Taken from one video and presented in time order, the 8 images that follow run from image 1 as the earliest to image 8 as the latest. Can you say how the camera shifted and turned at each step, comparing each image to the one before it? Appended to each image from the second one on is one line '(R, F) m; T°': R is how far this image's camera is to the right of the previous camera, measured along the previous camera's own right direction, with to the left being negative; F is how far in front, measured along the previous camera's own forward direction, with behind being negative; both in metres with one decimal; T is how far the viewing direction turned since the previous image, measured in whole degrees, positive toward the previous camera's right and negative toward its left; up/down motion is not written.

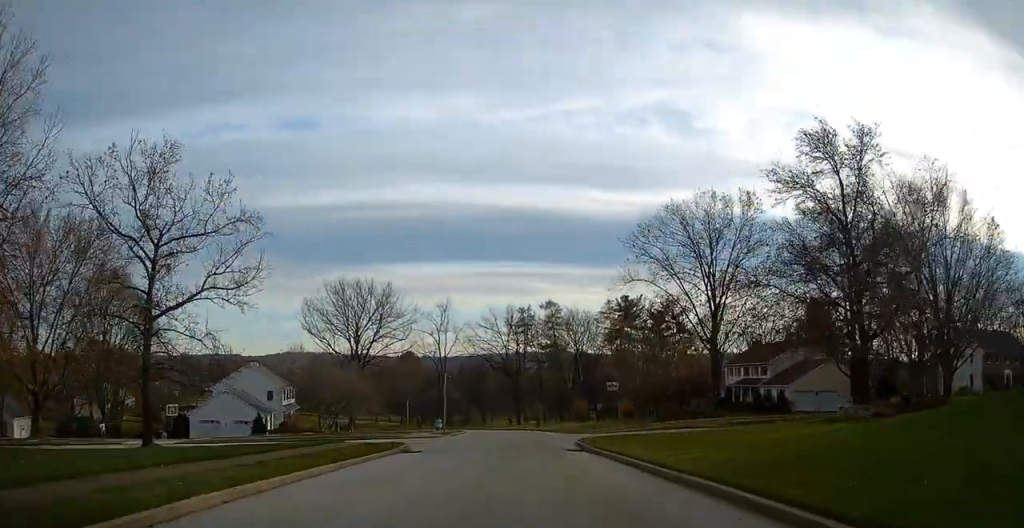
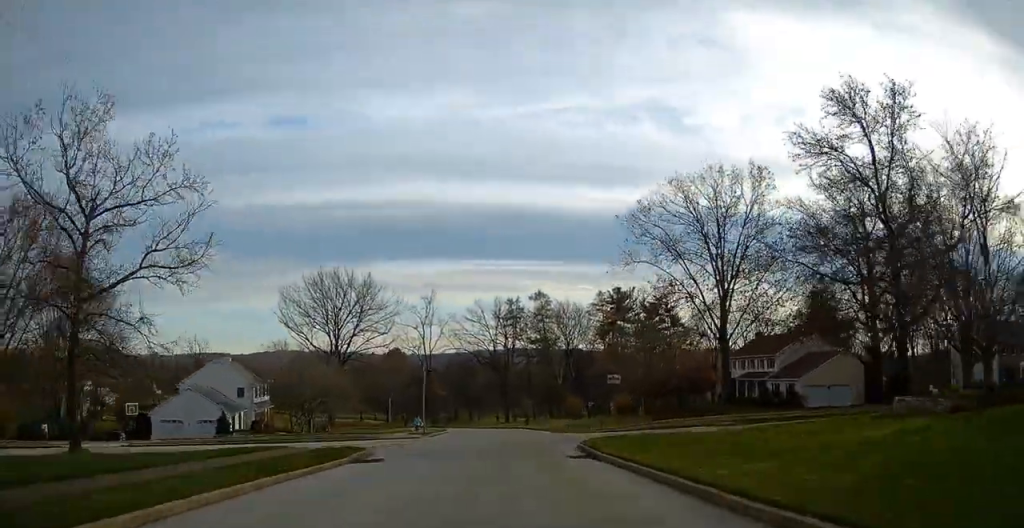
(+0.1, +5.8) m; +1°
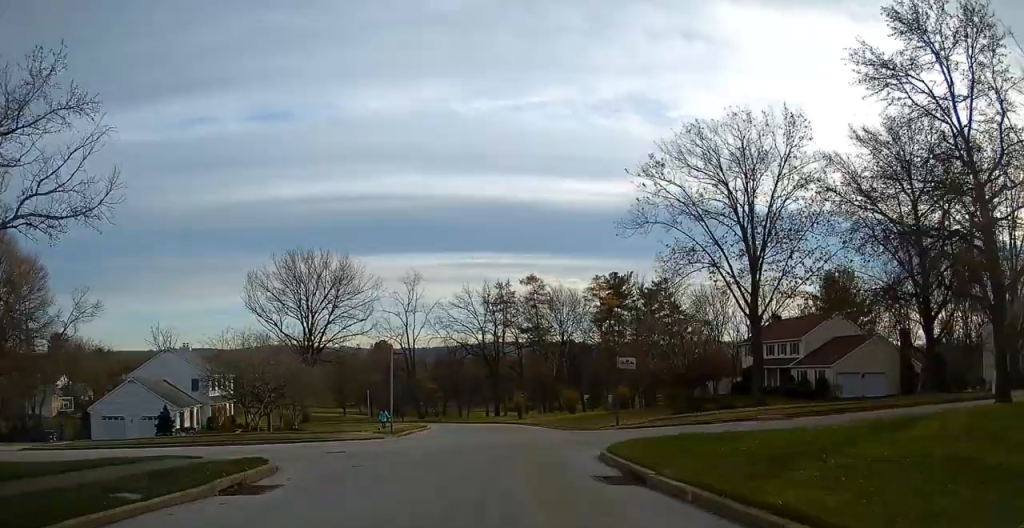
(+0.2, +9.3) m; +2°
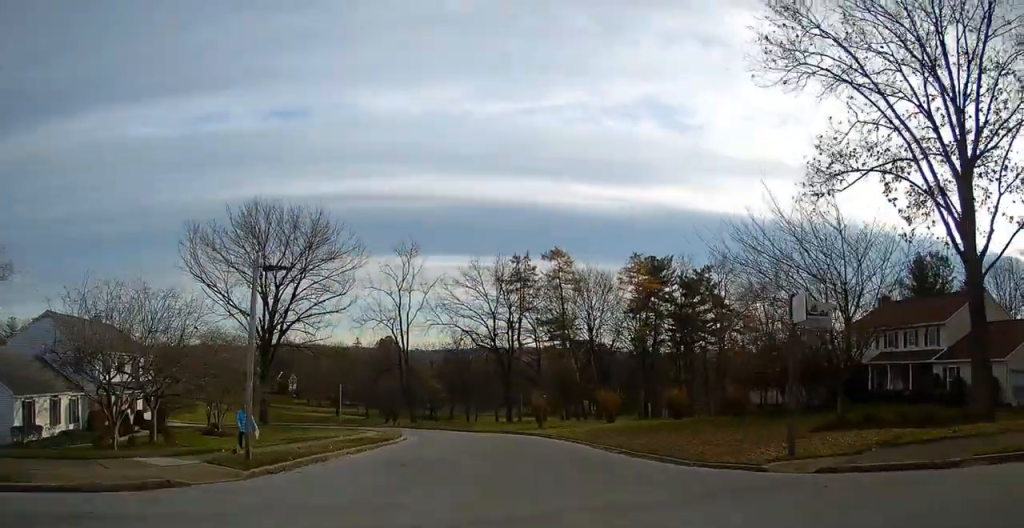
(-0.2, +22.4) m; -1°
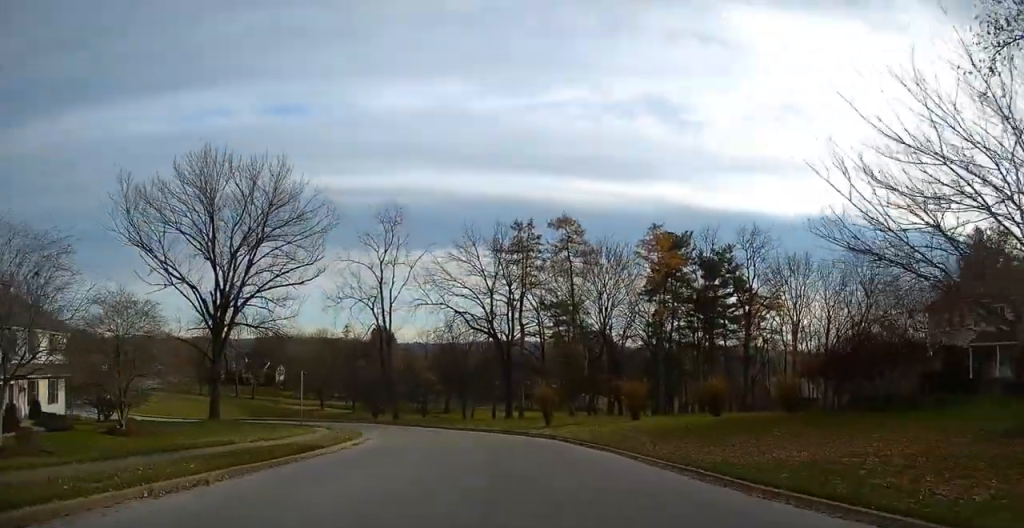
(+0.1, +13.4) m; 0°
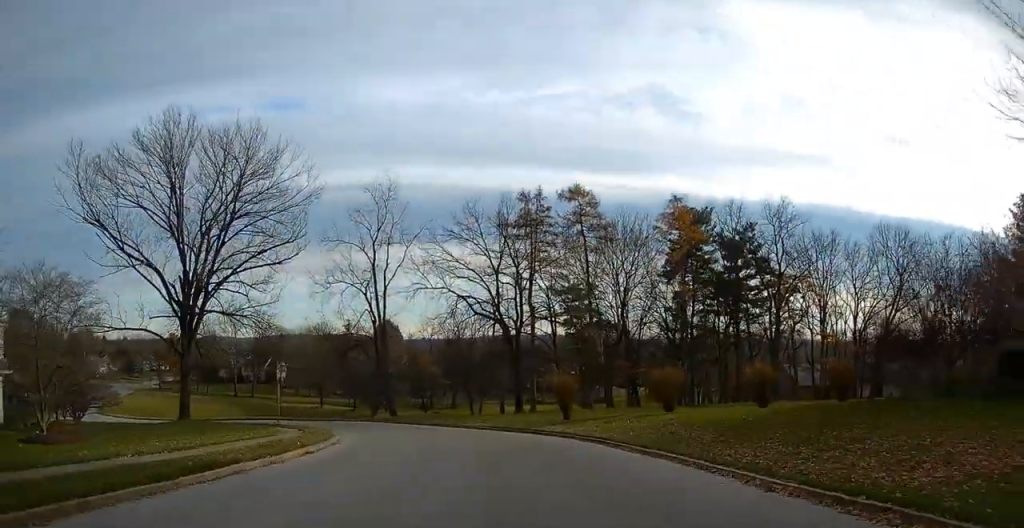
(-0.1, +8.0) m; -2°
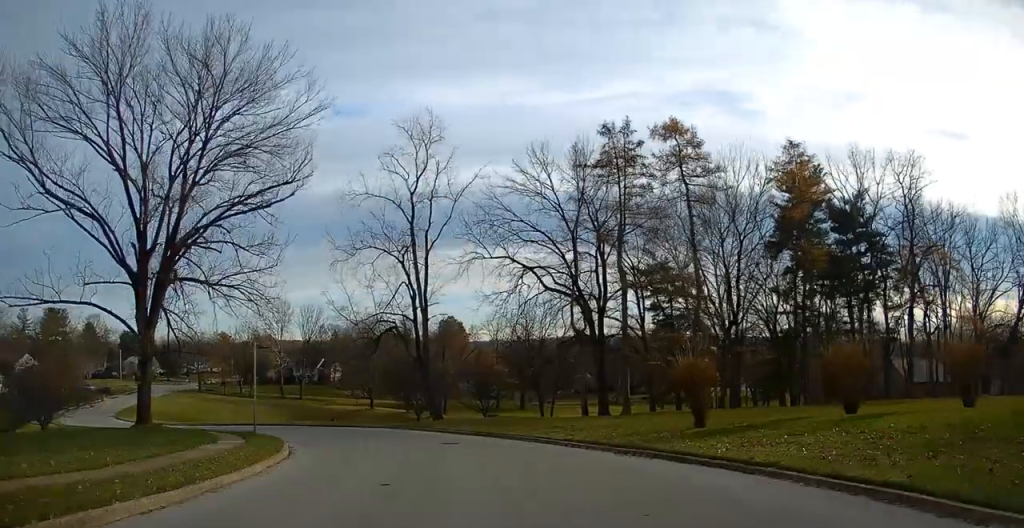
(-0.7, +16.6) m; -10°
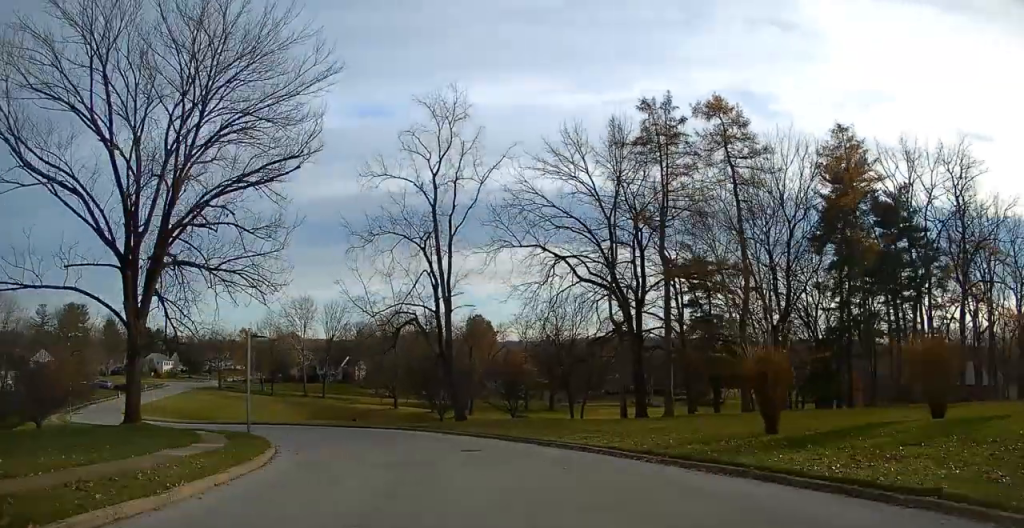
(-0.4, +4.5) m; -2°
